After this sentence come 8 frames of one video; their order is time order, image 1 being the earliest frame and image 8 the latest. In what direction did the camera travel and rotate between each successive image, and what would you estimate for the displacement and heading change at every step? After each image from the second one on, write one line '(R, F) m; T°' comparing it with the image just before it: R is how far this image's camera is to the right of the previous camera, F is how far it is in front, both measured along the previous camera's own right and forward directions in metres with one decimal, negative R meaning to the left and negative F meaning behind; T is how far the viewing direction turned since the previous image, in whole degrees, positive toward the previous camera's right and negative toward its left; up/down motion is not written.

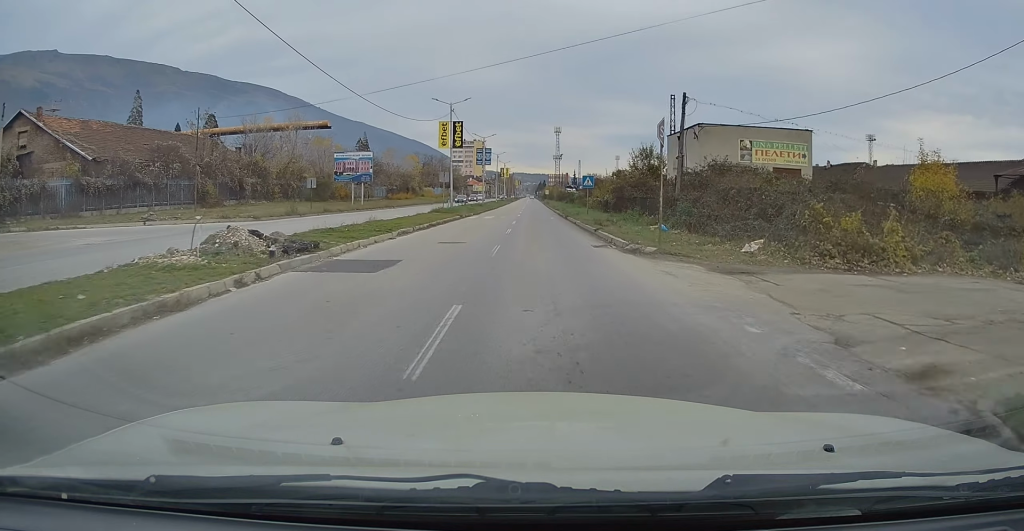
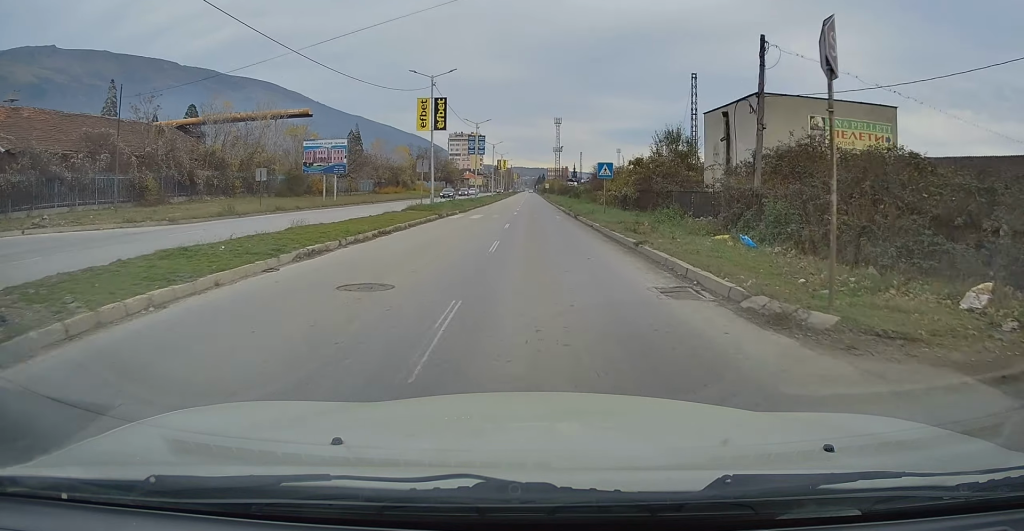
(-0.3, +9.0) m; 0°
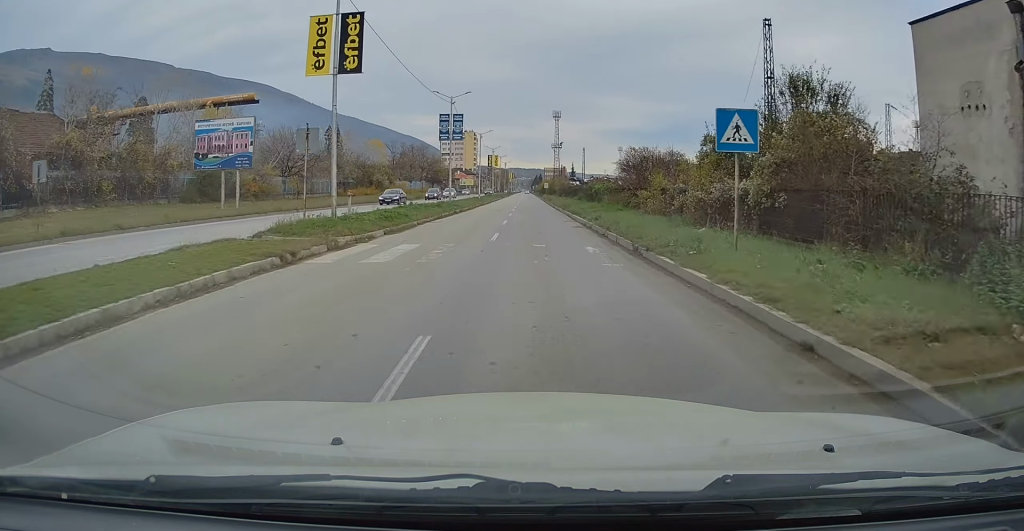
(+0.5, +19.1) m; +2°
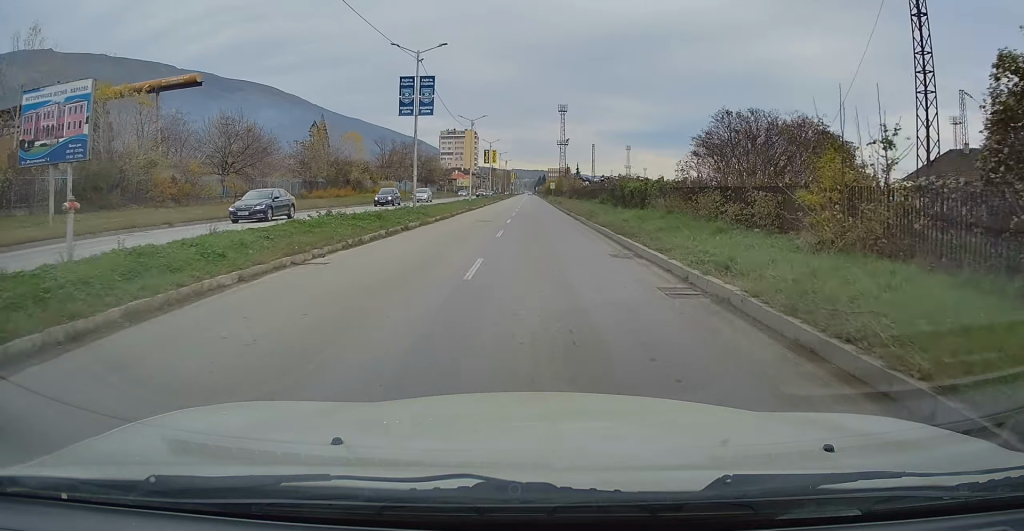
(0.0, +15.9) m; 0°
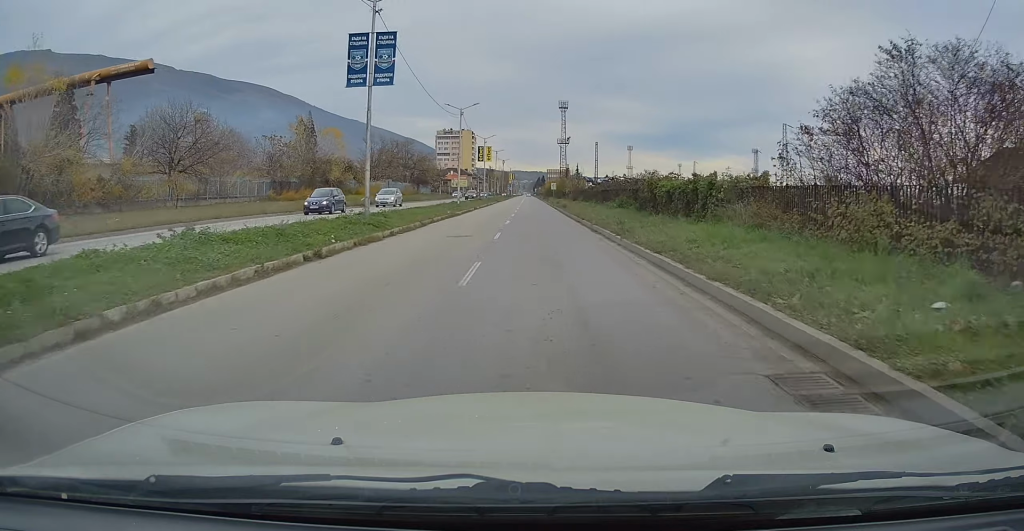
(0.0, +9.2) m; 0°
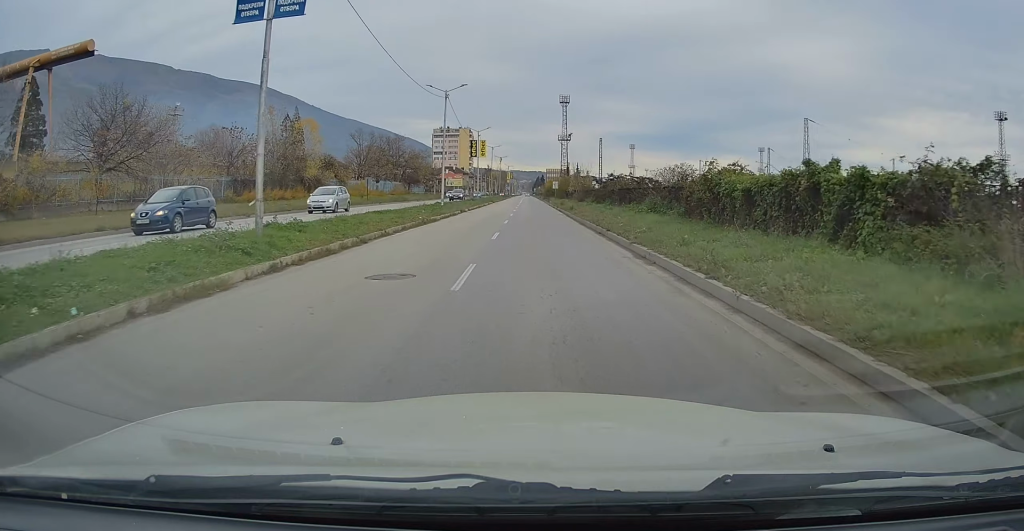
(0.0, +9.3) m; 0°
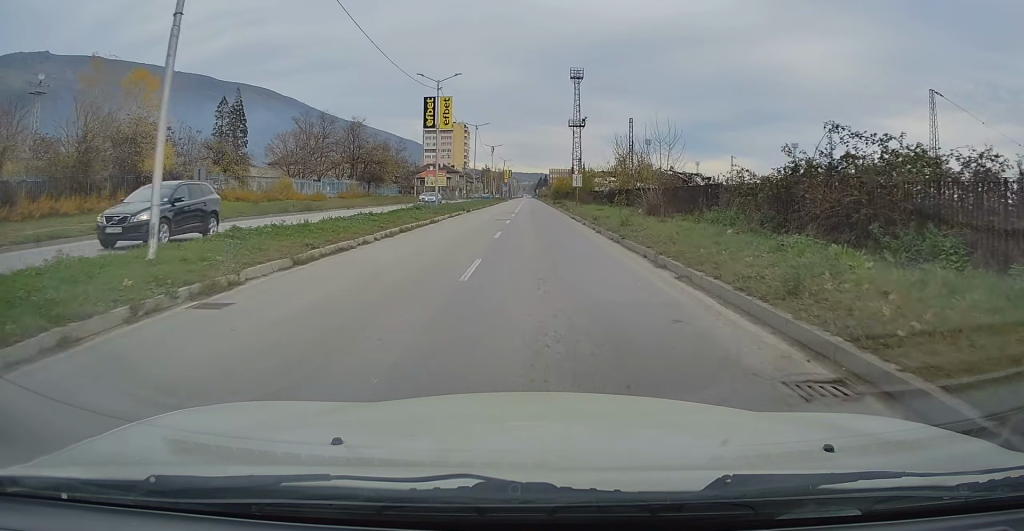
(0.0, +34.2) m; 0°
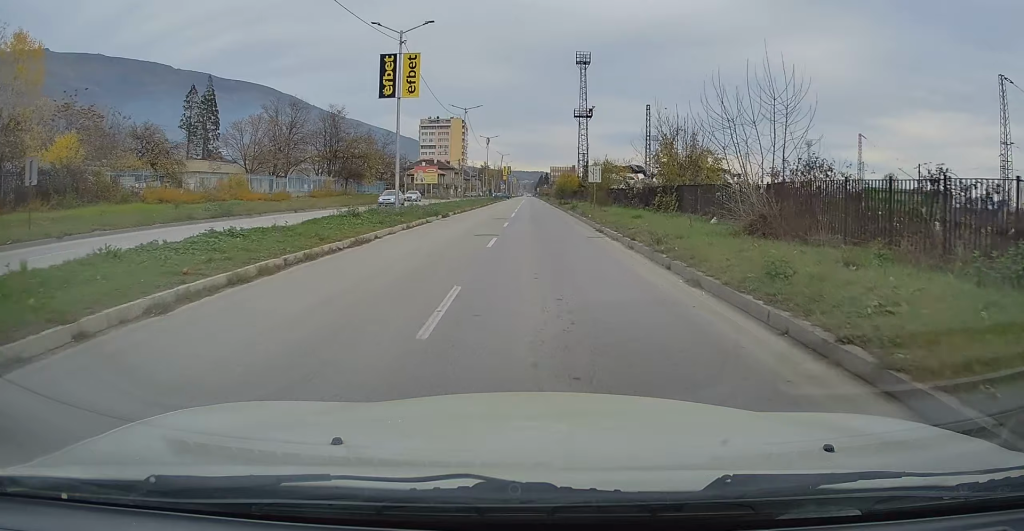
(0.0, +12.2) m; 0°
